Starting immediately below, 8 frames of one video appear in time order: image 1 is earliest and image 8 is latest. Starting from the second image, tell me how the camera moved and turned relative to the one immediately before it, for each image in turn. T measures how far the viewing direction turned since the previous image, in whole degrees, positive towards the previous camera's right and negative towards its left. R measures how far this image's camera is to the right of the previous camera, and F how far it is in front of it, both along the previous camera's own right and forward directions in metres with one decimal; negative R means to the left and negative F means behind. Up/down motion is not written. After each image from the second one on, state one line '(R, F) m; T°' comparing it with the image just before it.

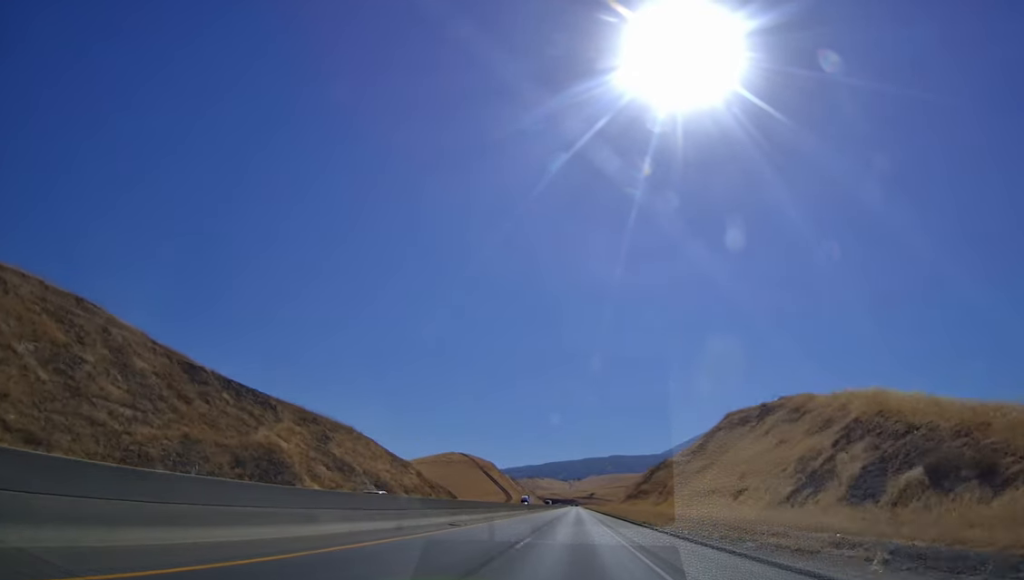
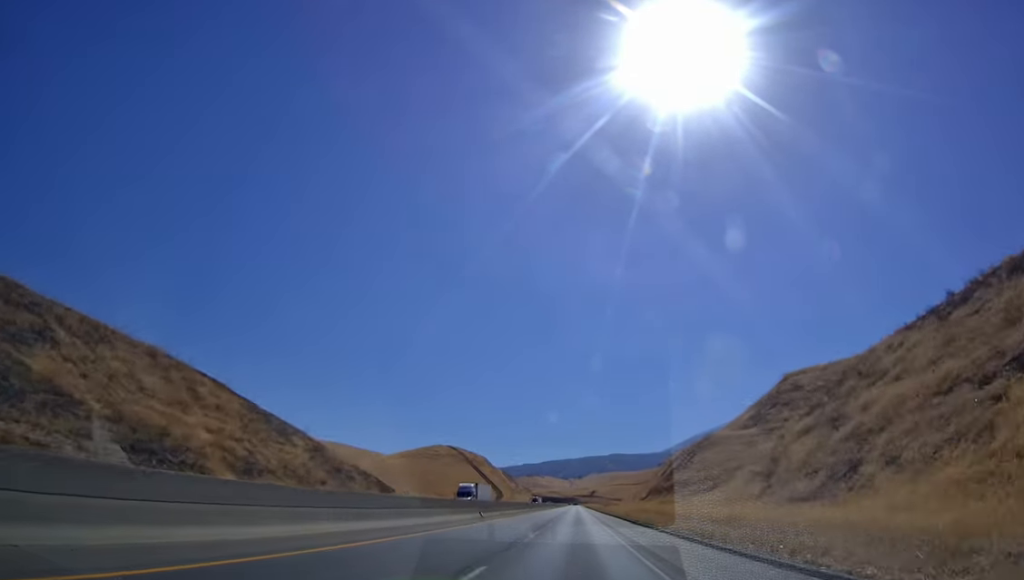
(+0.2, +53.7) m; 0°
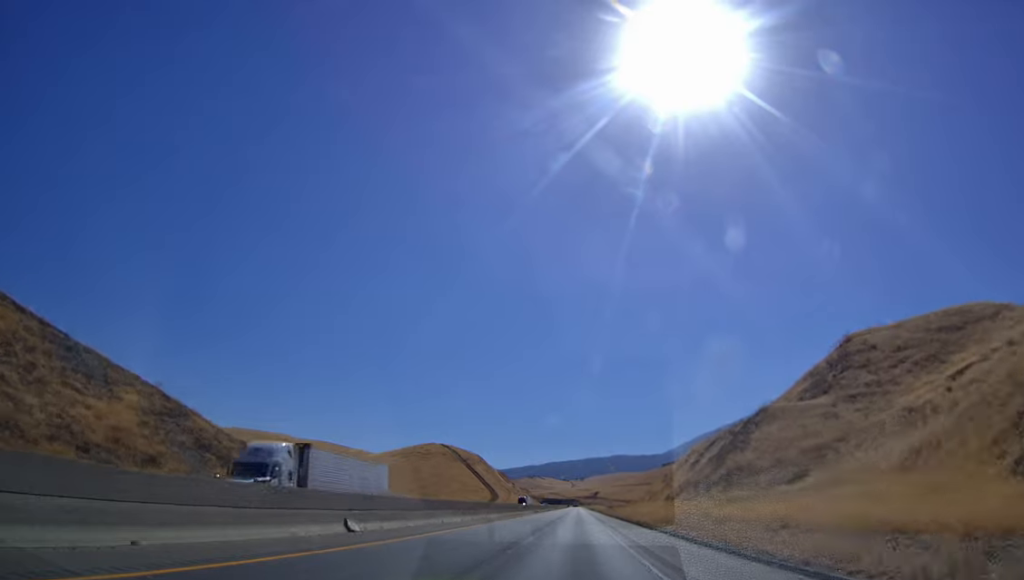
(-0.1, +31.8) m; 0°
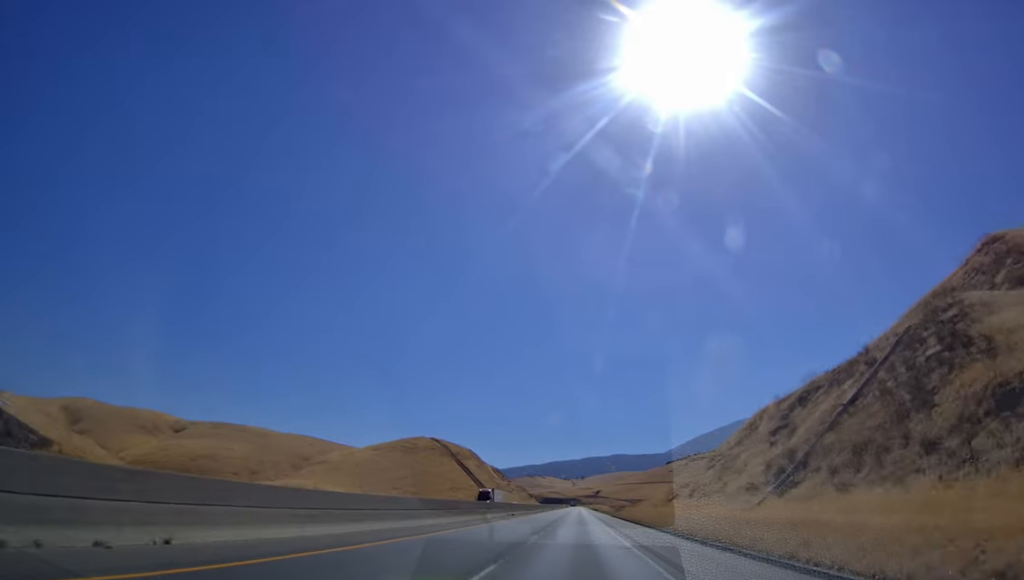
(-0.3, +39.8) m; 0°
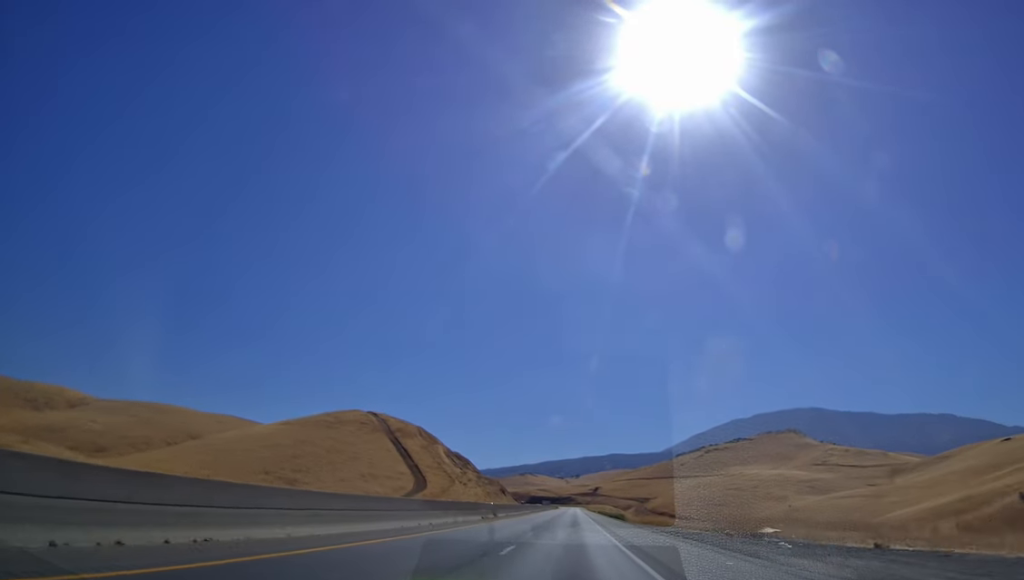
(+1.1, +123.0) m; +1°
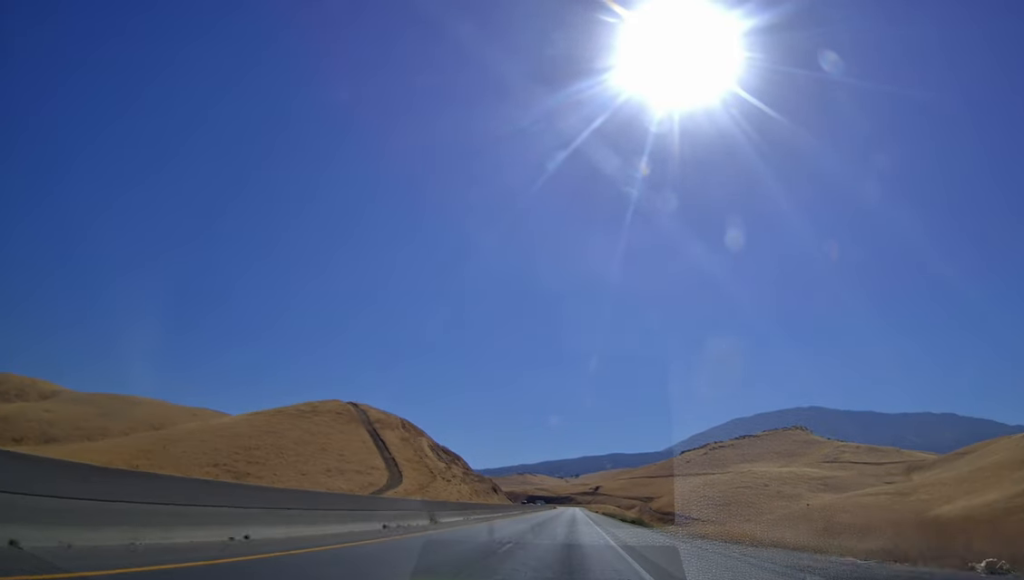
(0.0, +27.9) m; 0°
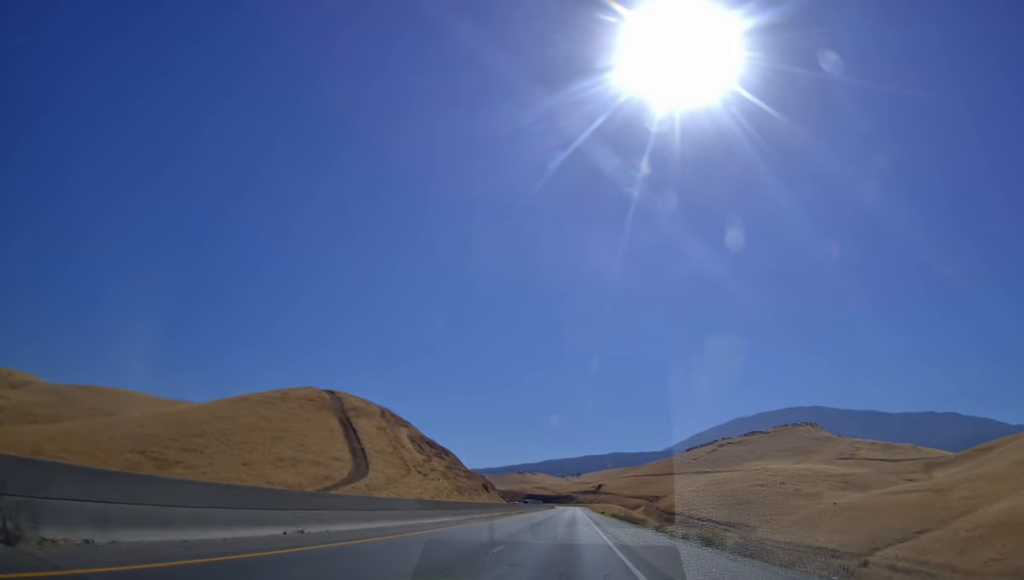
(0.0, +29.9) m; 0°
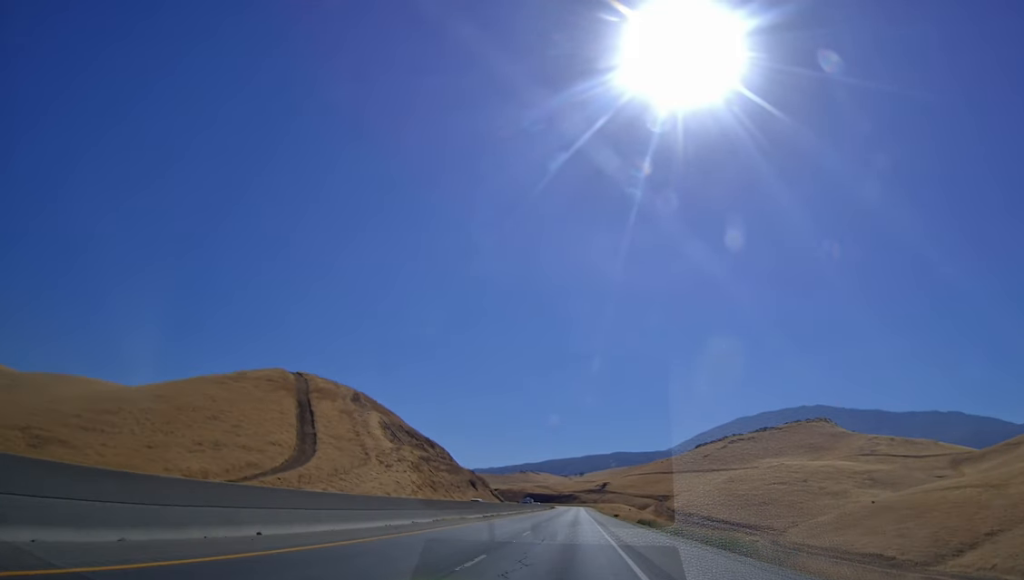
(0.0, +33.9) m; 0°
